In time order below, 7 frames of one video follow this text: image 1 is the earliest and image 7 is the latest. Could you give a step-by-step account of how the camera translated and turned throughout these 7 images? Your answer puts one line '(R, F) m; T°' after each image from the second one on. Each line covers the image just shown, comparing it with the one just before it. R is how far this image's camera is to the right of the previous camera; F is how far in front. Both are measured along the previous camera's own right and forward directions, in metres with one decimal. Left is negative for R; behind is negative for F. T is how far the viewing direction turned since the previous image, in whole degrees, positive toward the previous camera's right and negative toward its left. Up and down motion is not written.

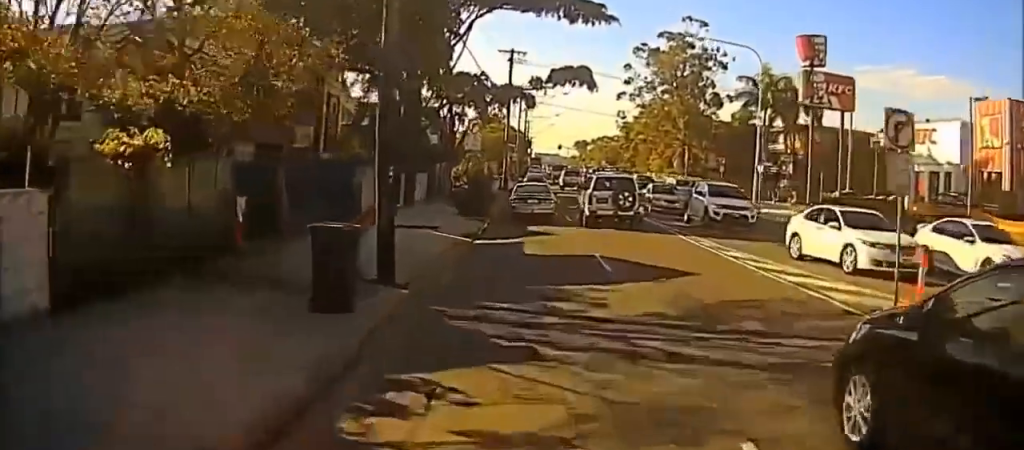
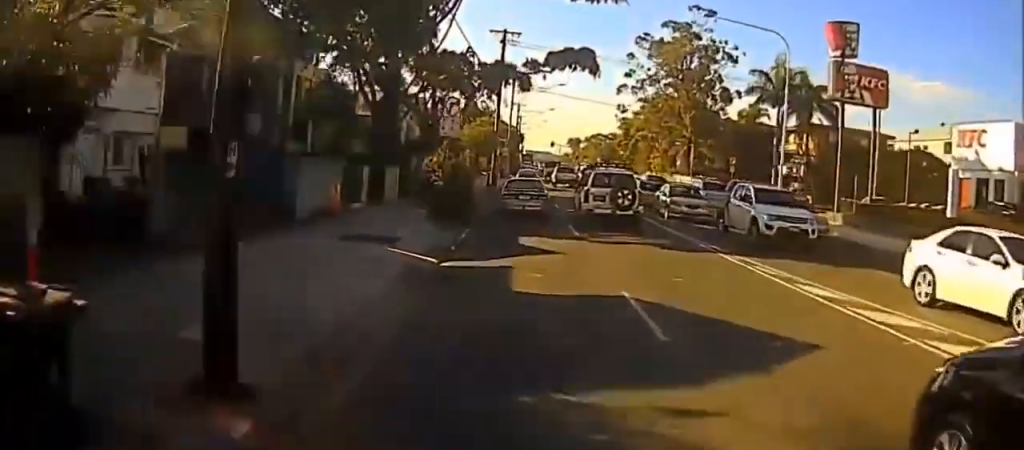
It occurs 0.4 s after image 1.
(+0.1, +5.8) m; 0°
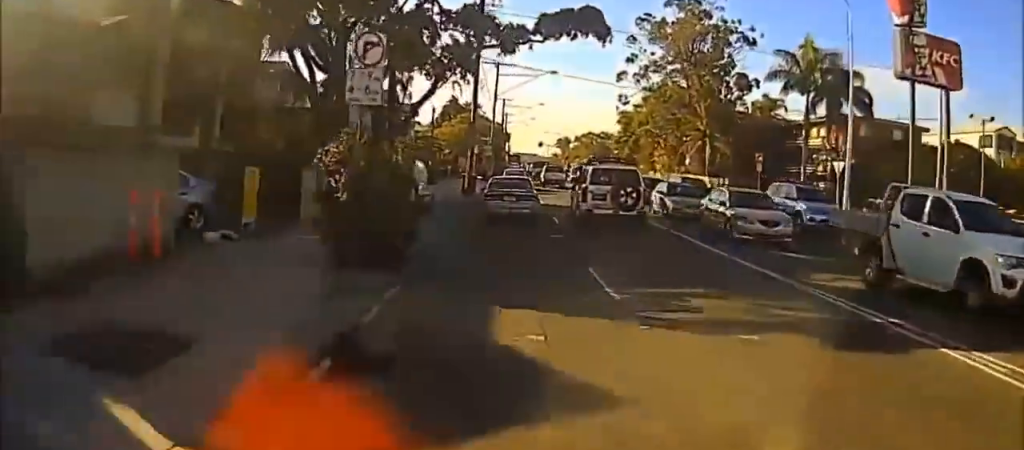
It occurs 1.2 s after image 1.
(0.0, +10.6) m; 0°
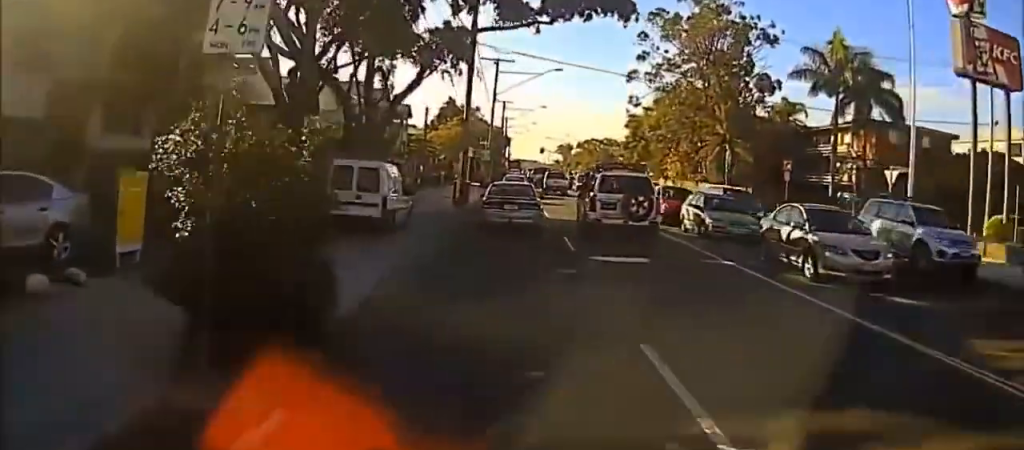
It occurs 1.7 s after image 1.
(0.0, +5.8) m; 0°
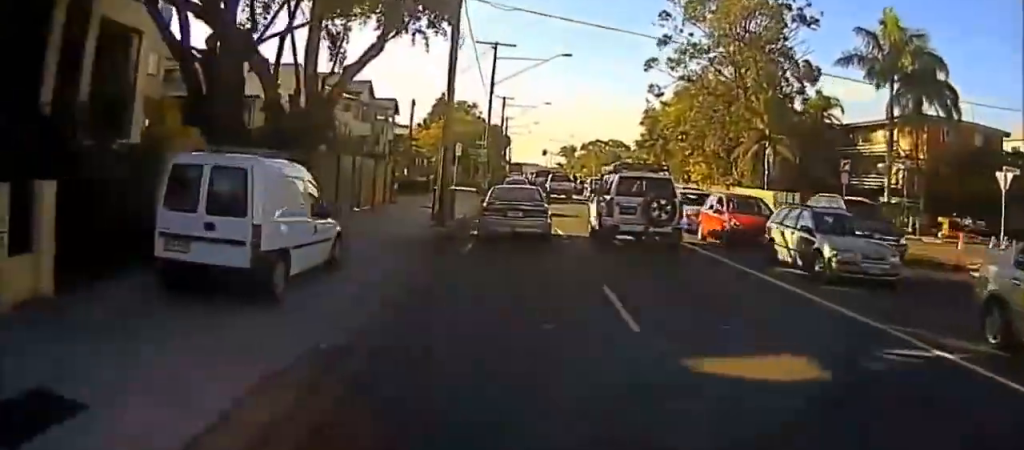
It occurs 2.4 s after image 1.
(0.0, +9.4) m; 0°
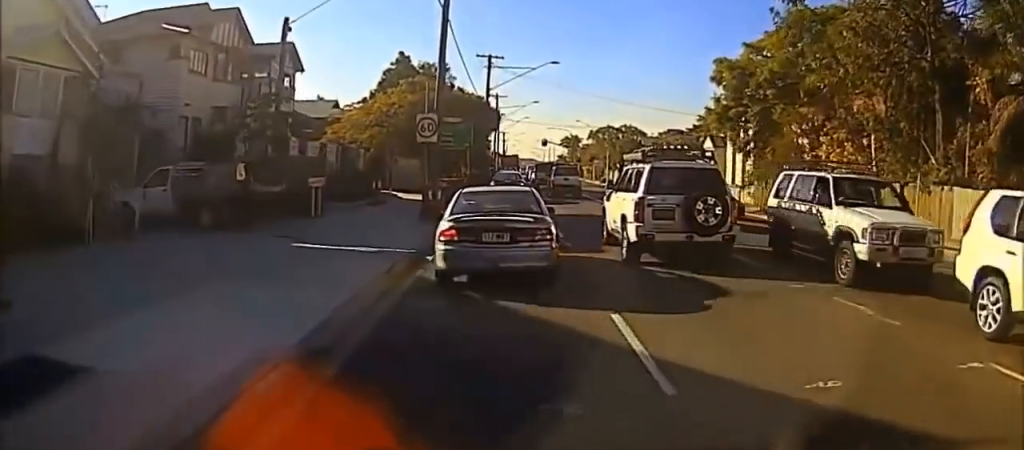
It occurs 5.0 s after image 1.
(+0.3, +31.7) m; +1°
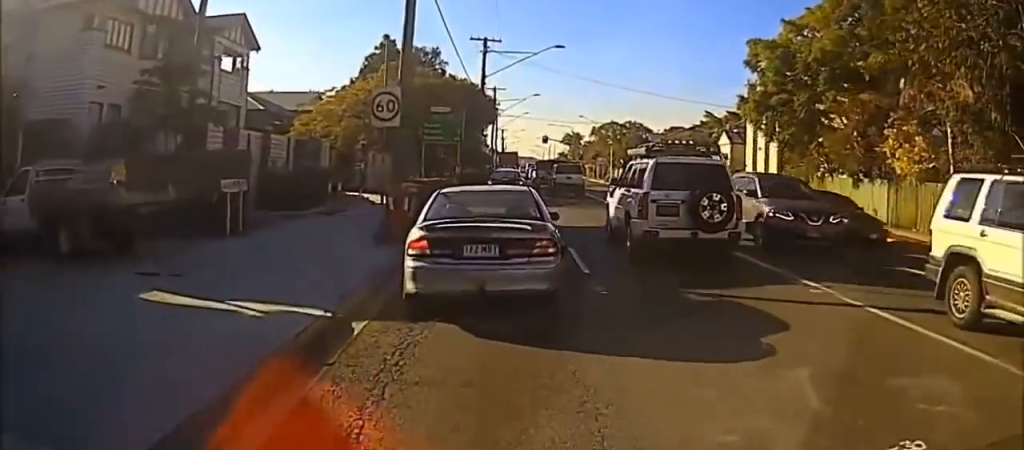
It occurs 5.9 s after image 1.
(+0.1, +8.7) m; +1°
